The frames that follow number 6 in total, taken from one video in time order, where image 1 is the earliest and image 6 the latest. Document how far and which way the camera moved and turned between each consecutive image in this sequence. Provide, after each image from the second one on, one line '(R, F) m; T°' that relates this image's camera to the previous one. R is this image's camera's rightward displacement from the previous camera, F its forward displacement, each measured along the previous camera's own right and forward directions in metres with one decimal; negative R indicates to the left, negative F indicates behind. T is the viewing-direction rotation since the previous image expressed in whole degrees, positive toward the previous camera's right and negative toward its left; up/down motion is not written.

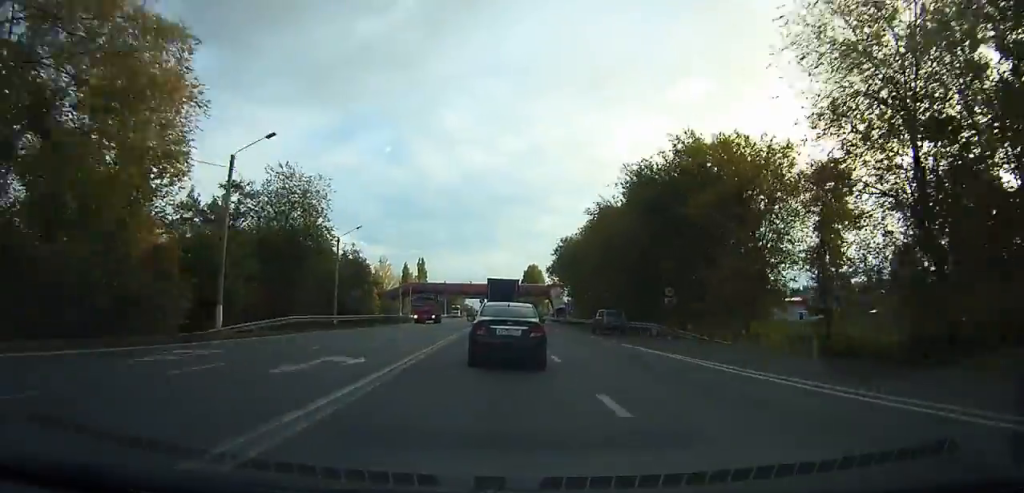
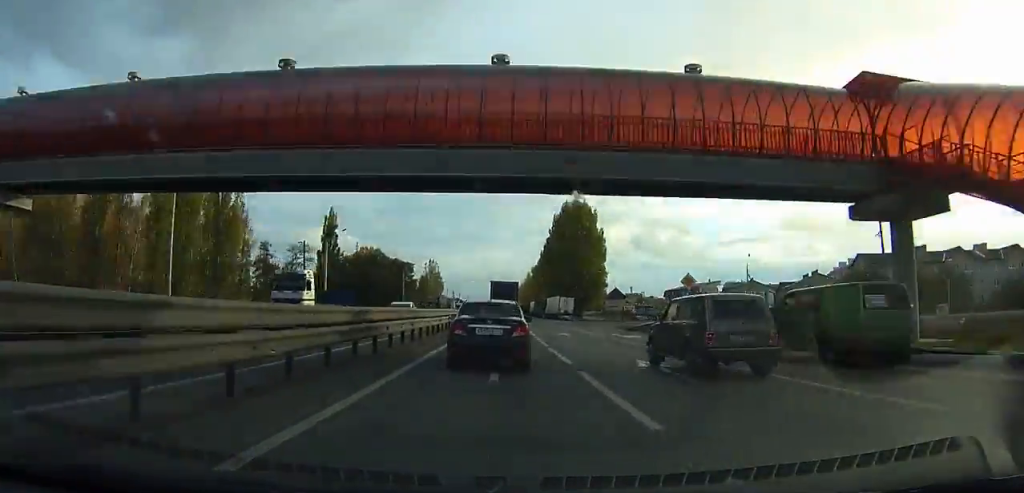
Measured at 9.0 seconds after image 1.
(+0.3, +155.4) m; -1°
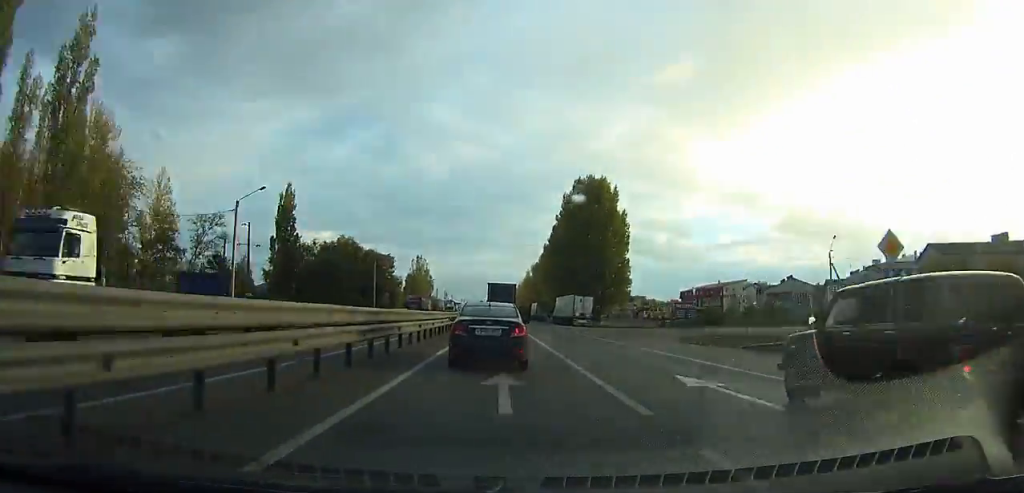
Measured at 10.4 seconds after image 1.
(-0.2, +23.4) m; 0°
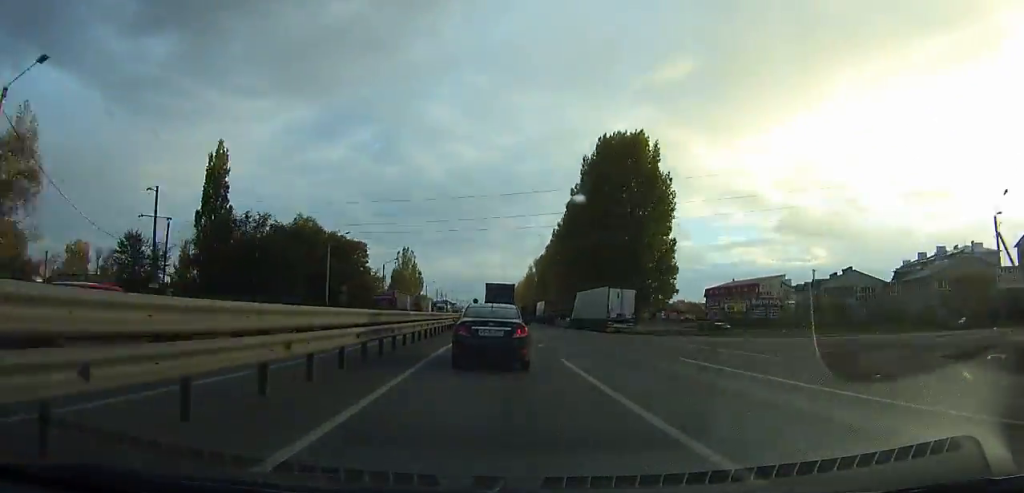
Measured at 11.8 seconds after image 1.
(+0.1, +23.8) m; 0°
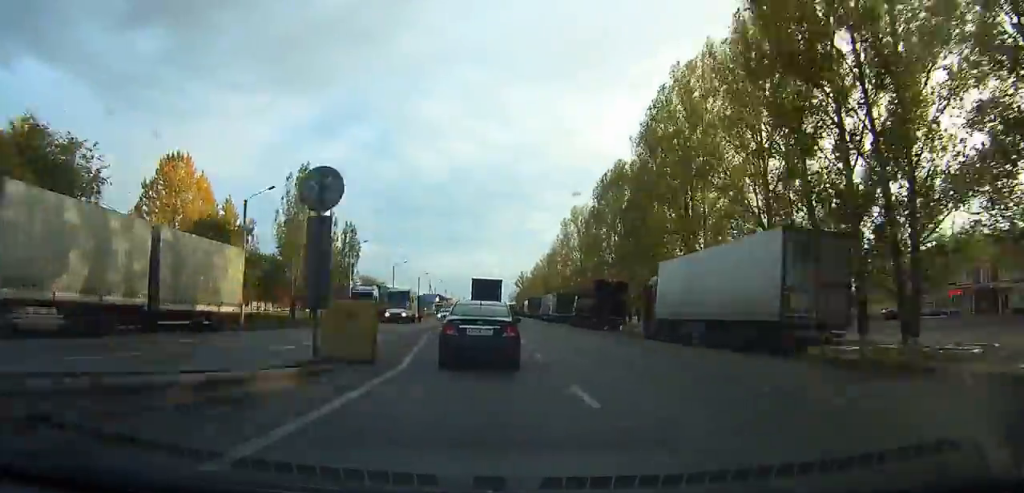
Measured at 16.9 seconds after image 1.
(+0.2, +85.8) m; 0°
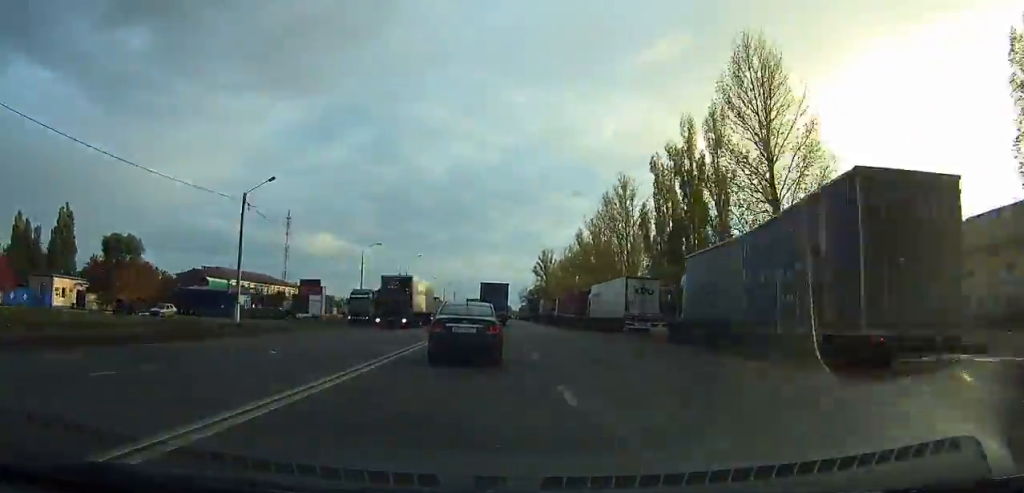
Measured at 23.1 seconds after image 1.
(-0.1, +96.7) m; -1°
